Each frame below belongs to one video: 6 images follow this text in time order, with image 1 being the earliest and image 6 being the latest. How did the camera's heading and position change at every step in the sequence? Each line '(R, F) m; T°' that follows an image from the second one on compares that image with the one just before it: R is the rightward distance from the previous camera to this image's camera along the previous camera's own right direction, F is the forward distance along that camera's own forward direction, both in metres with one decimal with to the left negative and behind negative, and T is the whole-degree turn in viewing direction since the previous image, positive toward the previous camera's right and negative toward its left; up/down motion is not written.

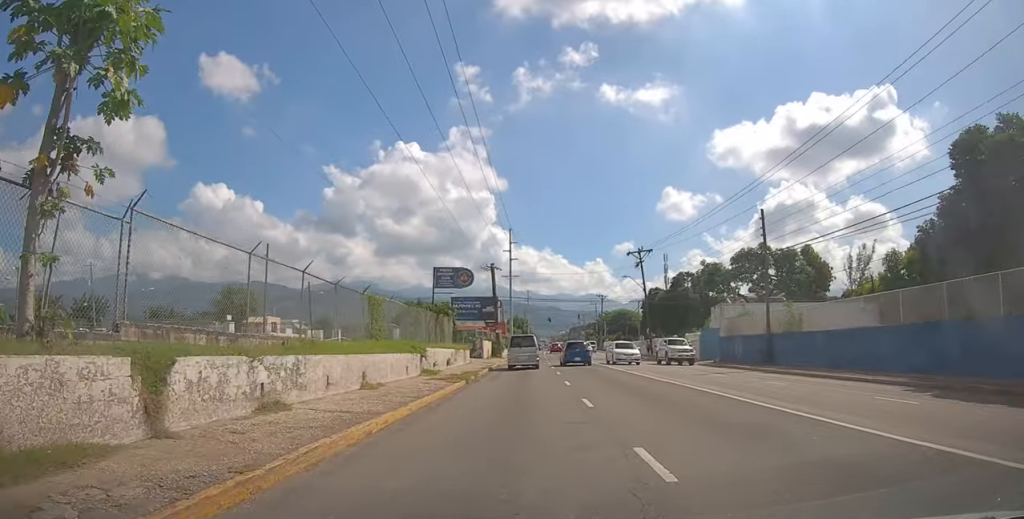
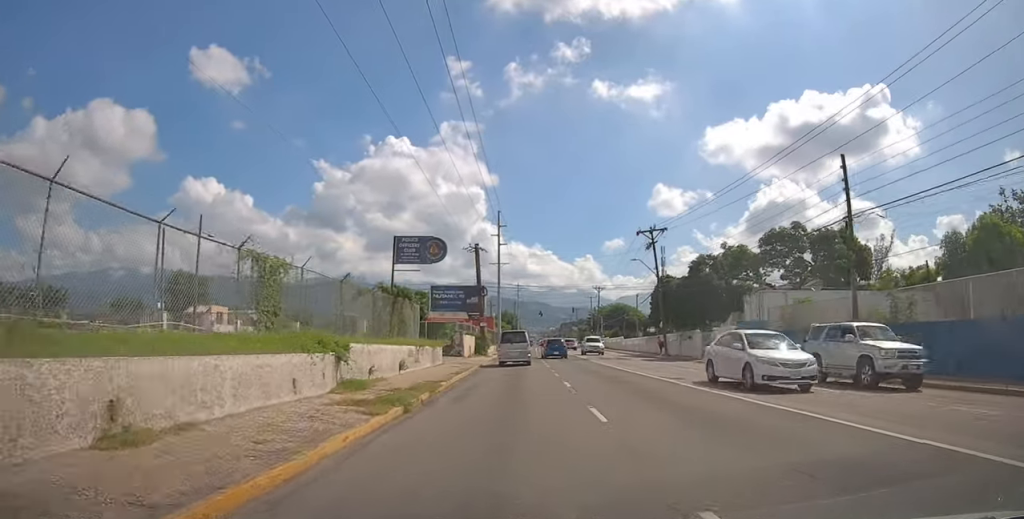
(+0.2, +8.8) m; 0°
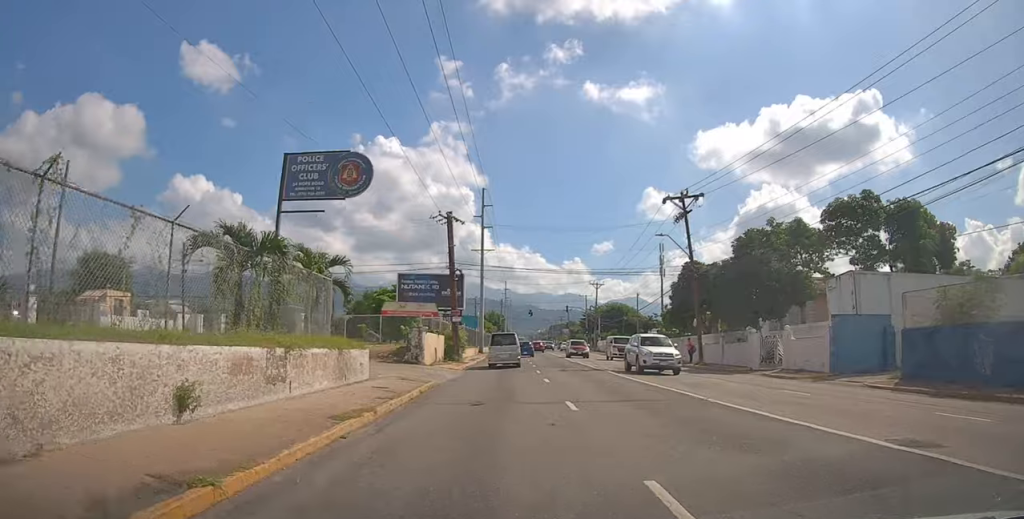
(-0.1, +12.0) m; +1°
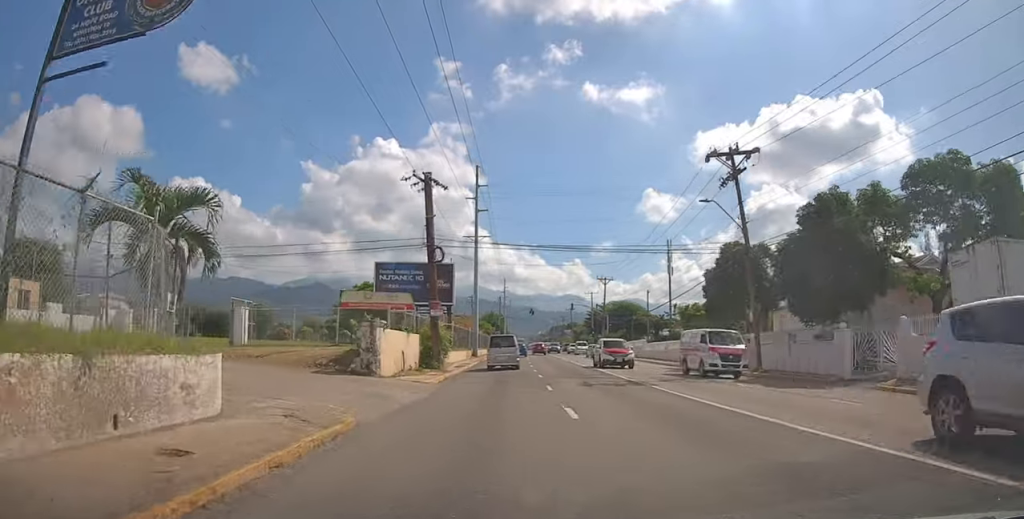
(+0.2, +8.7) m; +1°
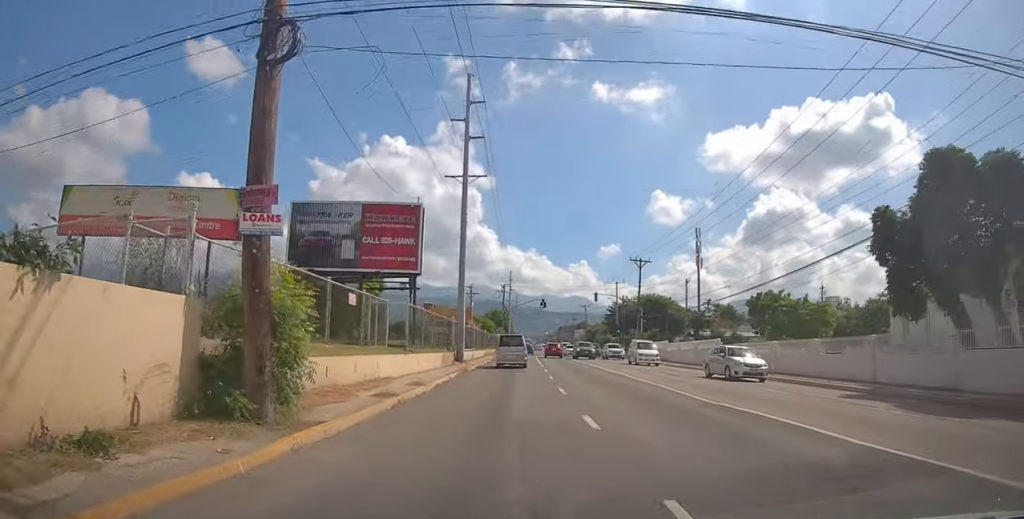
(-0.3, +18.6) m; -1°
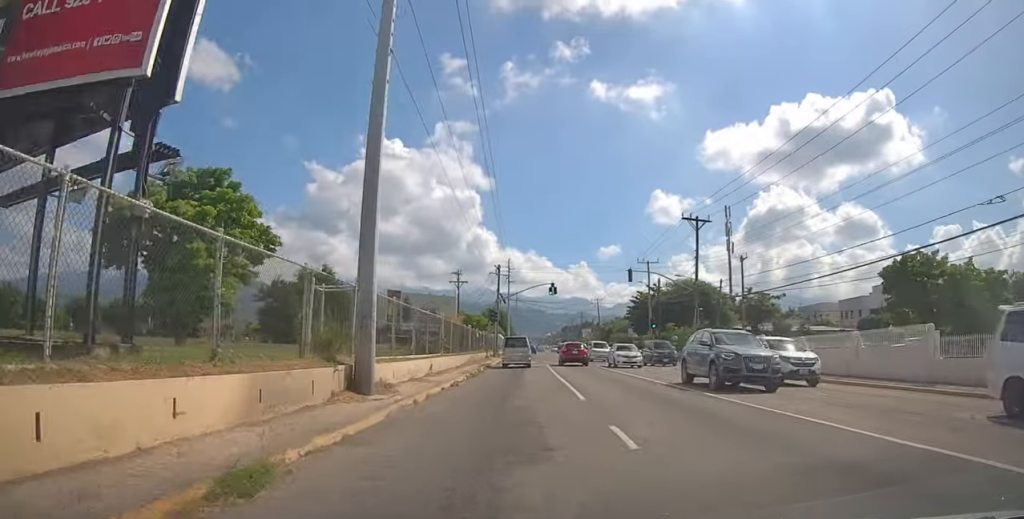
(+0.2, +20.3) m; +1°
